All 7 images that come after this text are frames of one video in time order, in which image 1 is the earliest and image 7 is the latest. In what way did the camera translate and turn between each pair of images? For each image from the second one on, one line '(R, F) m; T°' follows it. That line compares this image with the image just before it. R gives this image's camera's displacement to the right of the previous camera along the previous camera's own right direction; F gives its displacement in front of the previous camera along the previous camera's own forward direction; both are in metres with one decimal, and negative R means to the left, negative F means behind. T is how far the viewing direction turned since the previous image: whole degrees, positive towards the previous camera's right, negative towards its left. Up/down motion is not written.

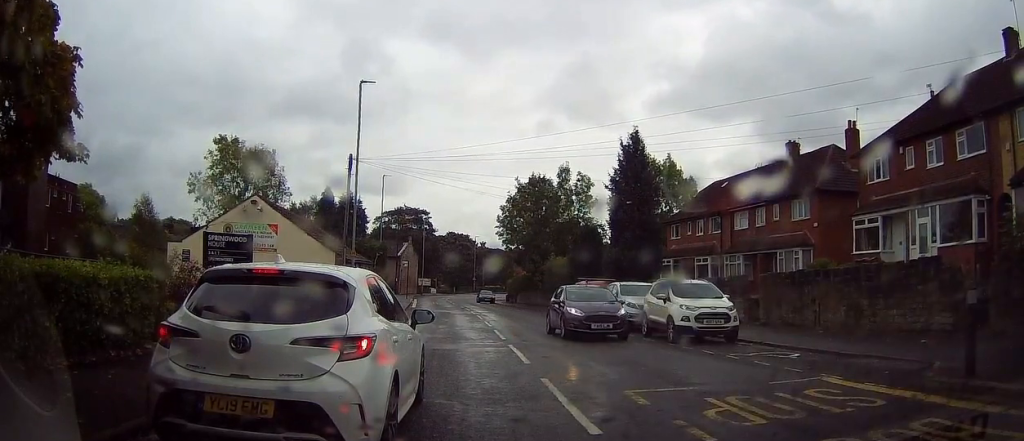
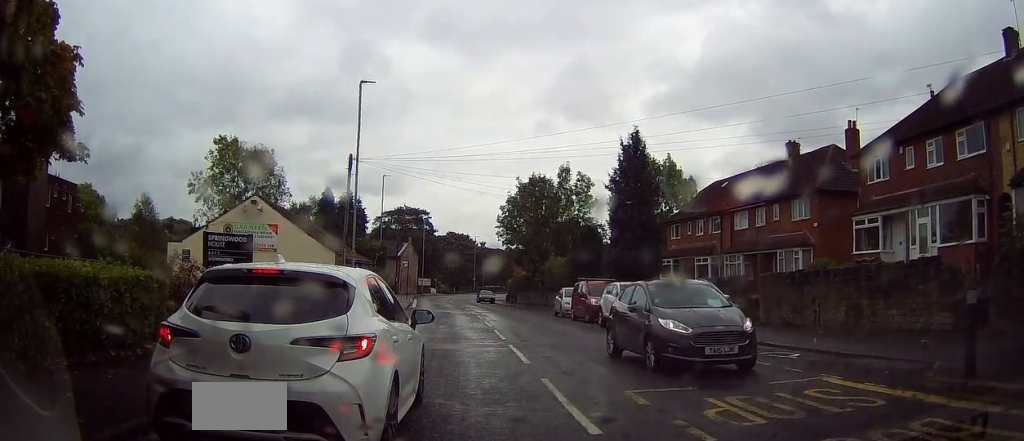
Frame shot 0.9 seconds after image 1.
(0.0, 0.0) m; 0°
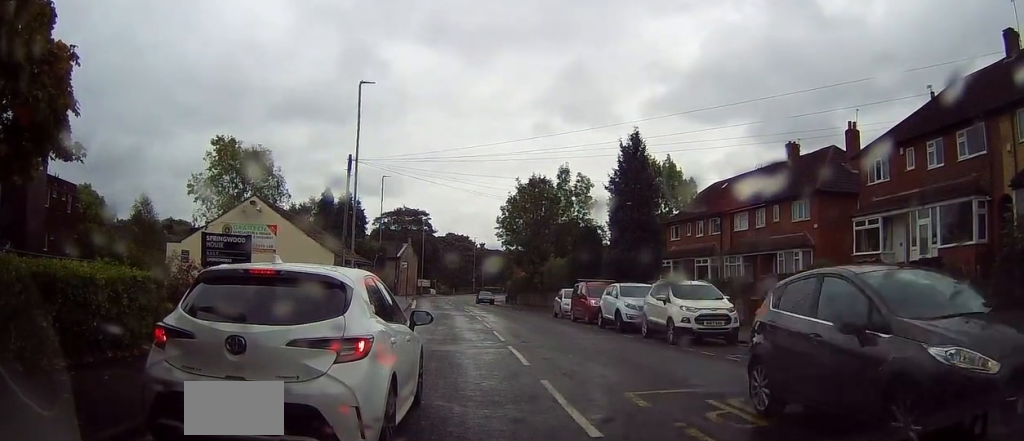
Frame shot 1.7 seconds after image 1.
(0.0, 0.0) m; 0°
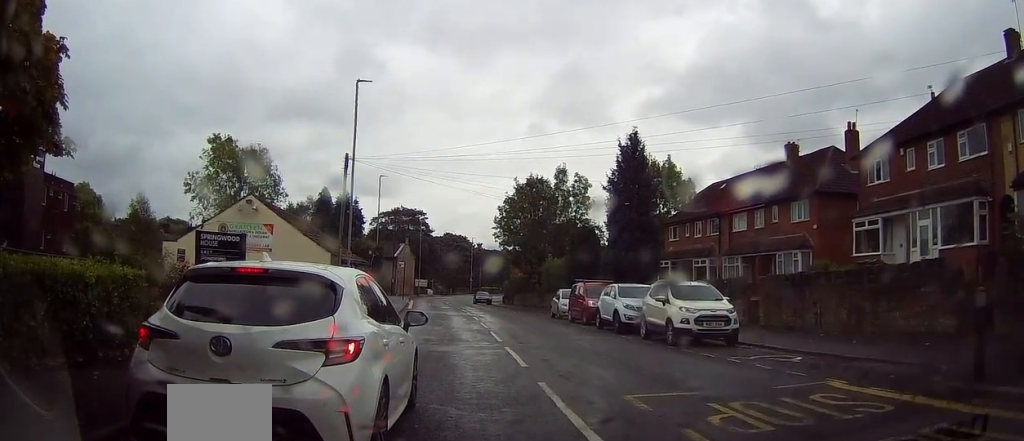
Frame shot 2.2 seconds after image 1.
(0.0, 0.0) m; 0°
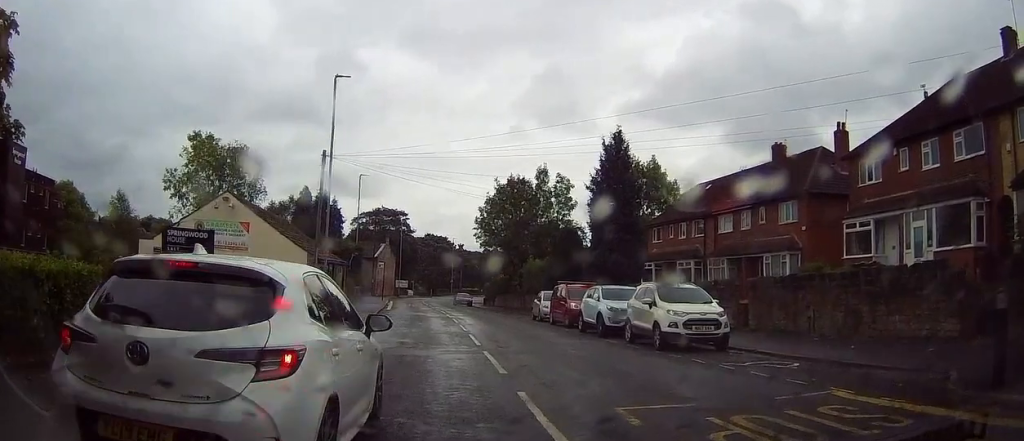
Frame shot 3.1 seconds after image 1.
(0.0, +0.3) m; 0°
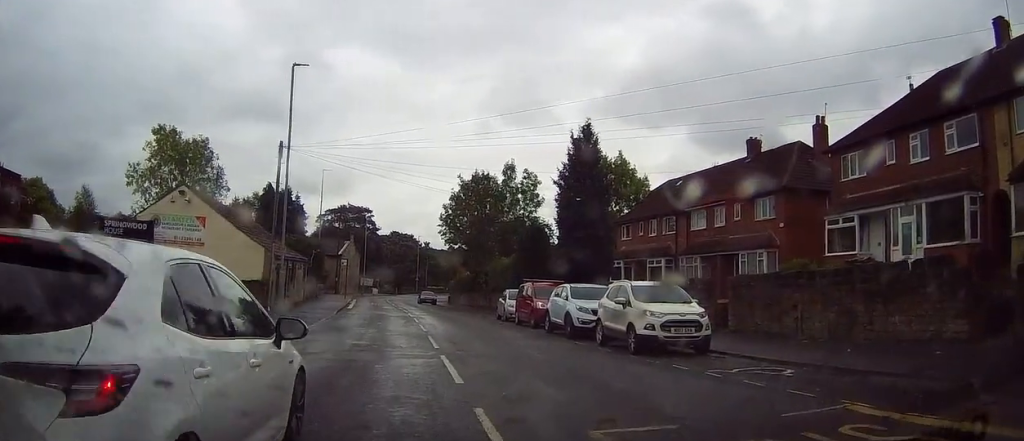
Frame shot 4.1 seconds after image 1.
(0.0, +0.9) m; 0°
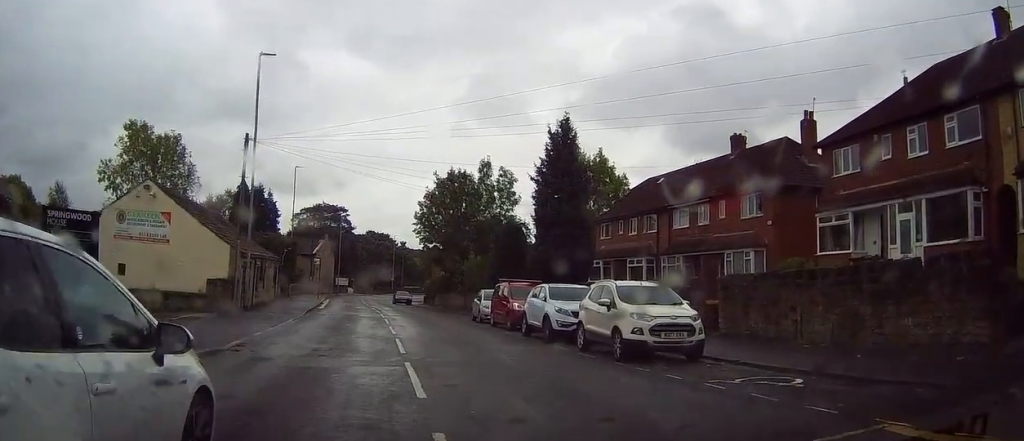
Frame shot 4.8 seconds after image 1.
(0.0, +1.0) m; -3°
